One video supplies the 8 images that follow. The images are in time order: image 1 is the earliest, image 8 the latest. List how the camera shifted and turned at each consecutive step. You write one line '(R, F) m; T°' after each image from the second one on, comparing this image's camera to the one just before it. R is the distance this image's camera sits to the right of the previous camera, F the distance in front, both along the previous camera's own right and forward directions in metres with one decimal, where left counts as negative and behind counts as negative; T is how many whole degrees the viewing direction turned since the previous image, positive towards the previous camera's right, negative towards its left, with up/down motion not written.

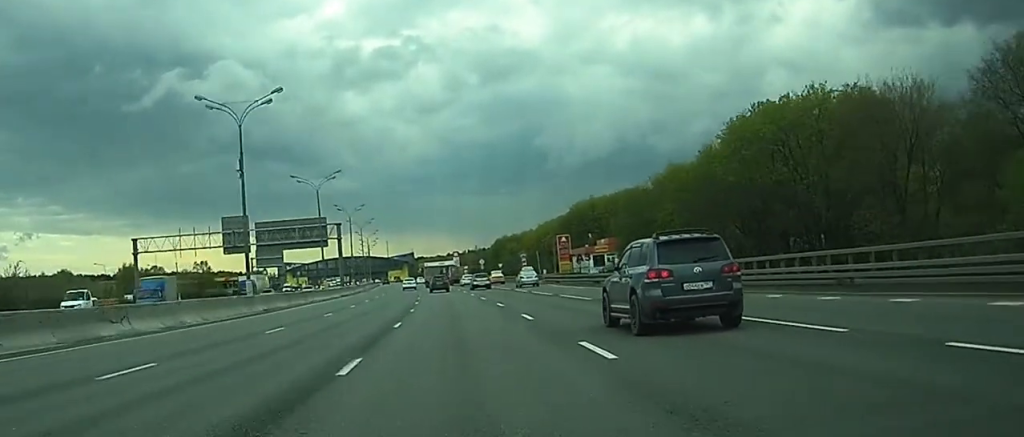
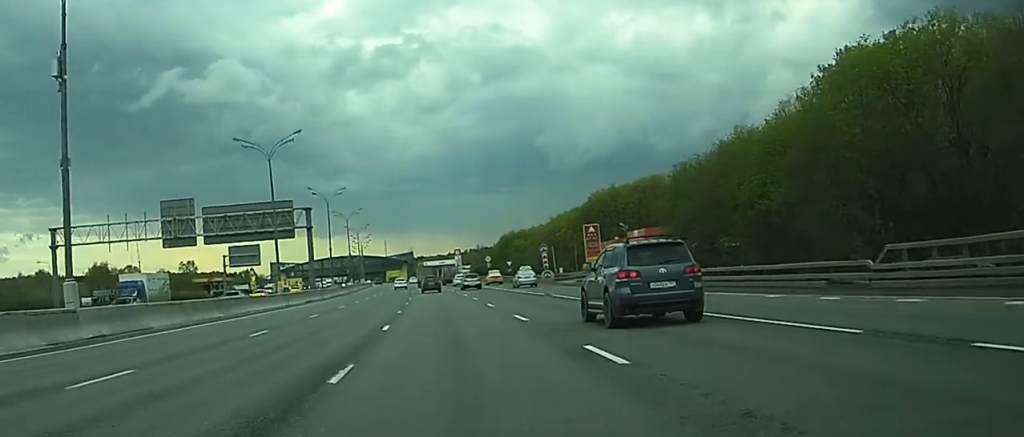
(-0.1, +26.5) m; -1°
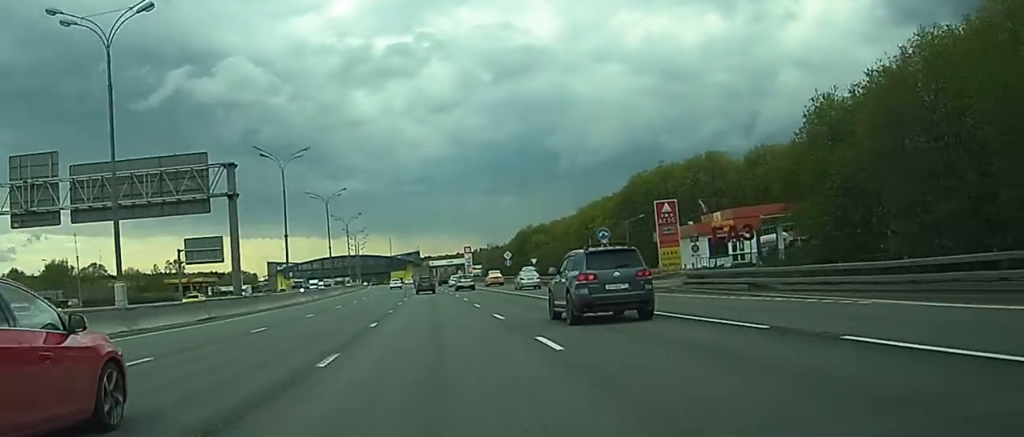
(-0.3, +32.3) m; -1°
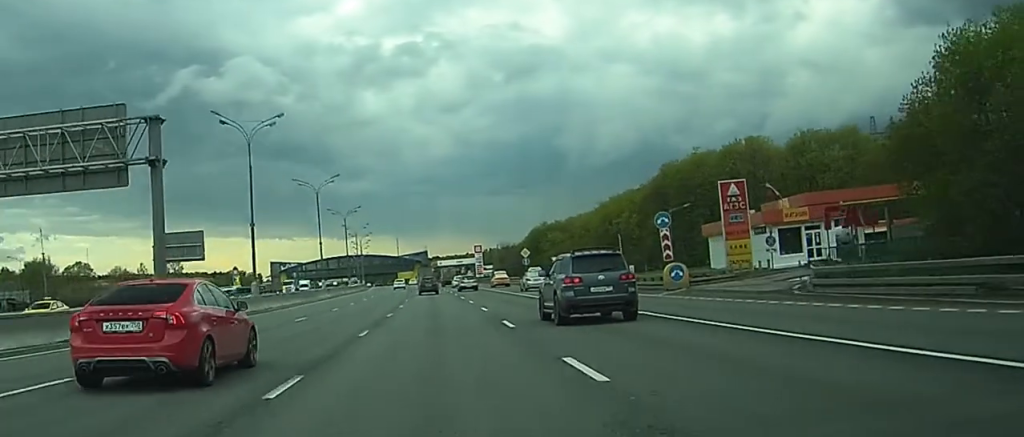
(-0.2, +12.8) m; -1°
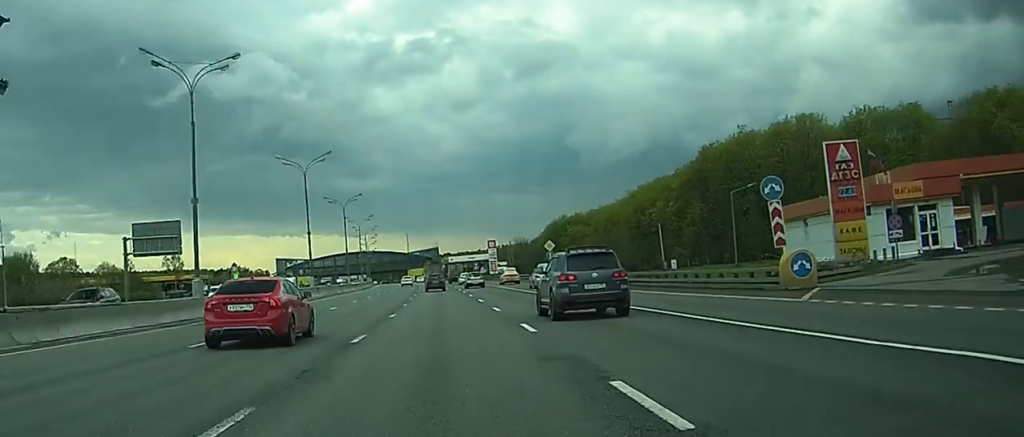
(-0.1, +12.0) m; -1°
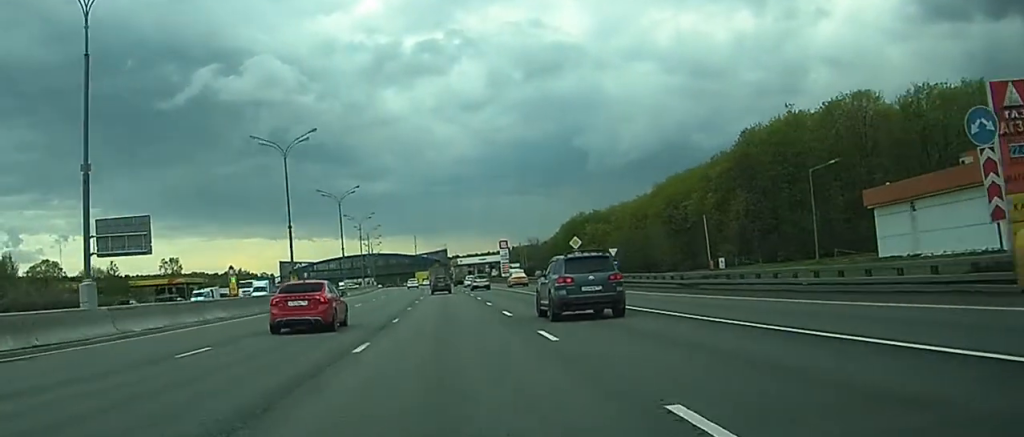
(-0.1, +10.4) m; -1°
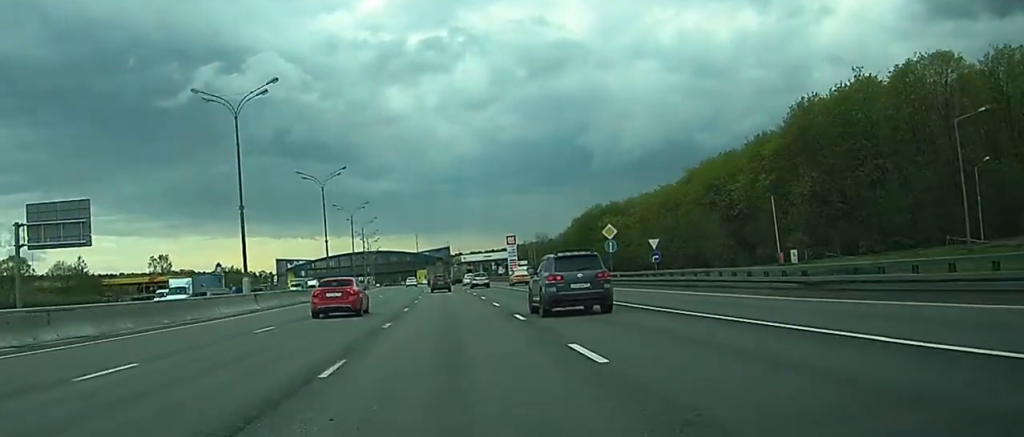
(-0.1, +13.6) m; 0°
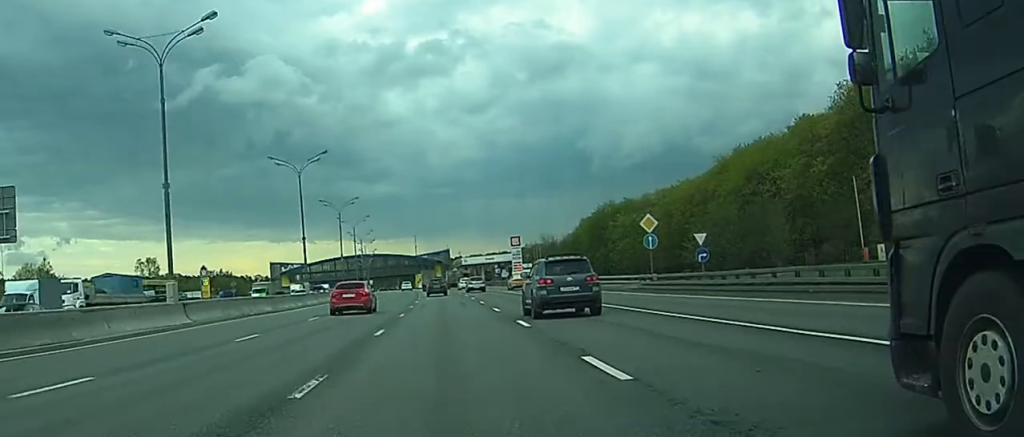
(0.0, +13.3) m; 0°
